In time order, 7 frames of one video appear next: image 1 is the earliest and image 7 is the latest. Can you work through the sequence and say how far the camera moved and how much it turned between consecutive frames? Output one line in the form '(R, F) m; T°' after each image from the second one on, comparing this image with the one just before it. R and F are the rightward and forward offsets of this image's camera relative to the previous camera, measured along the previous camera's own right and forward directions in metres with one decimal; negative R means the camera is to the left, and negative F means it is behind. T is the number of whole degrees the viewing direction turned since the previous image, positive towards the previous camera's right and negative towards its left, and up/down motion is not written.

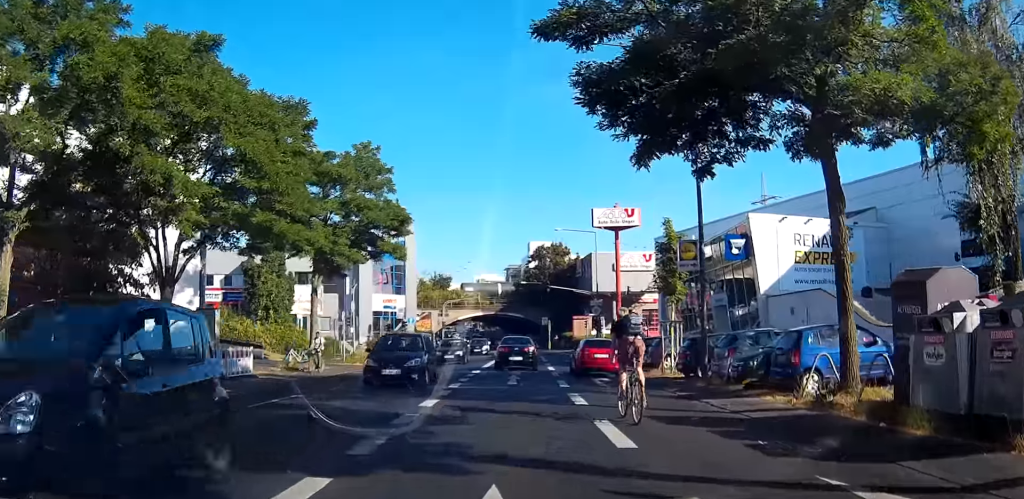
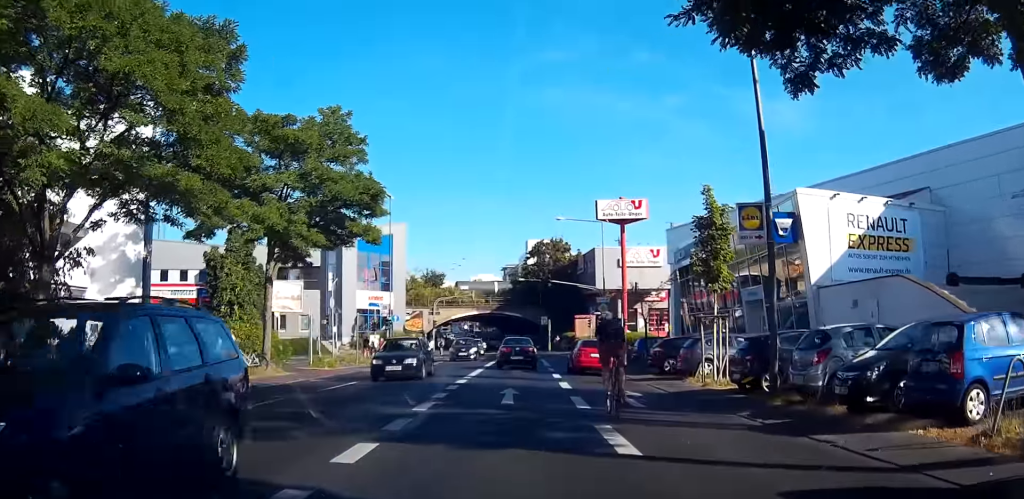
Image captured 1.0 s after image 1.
(+0.1, +9.1) m; 0°
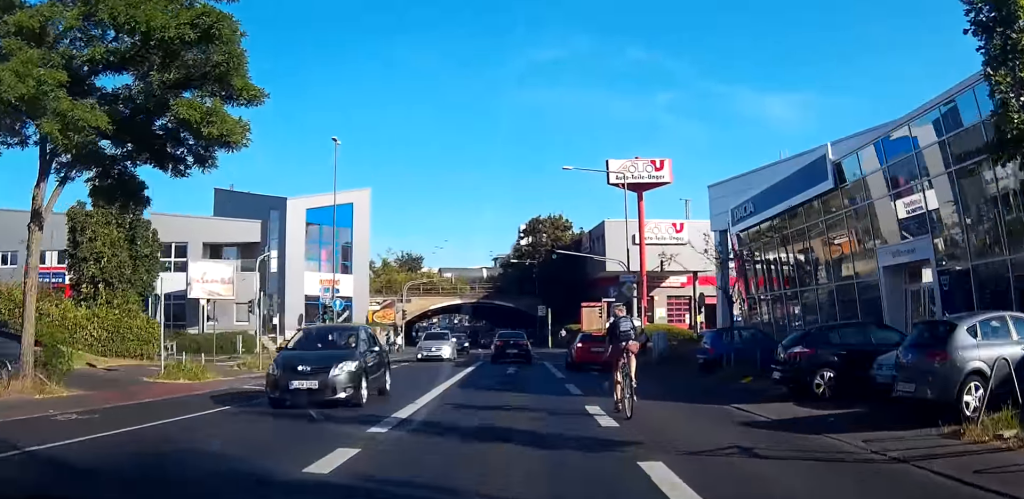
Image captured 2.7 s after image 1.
(-0.3, +17.0) m; -2°
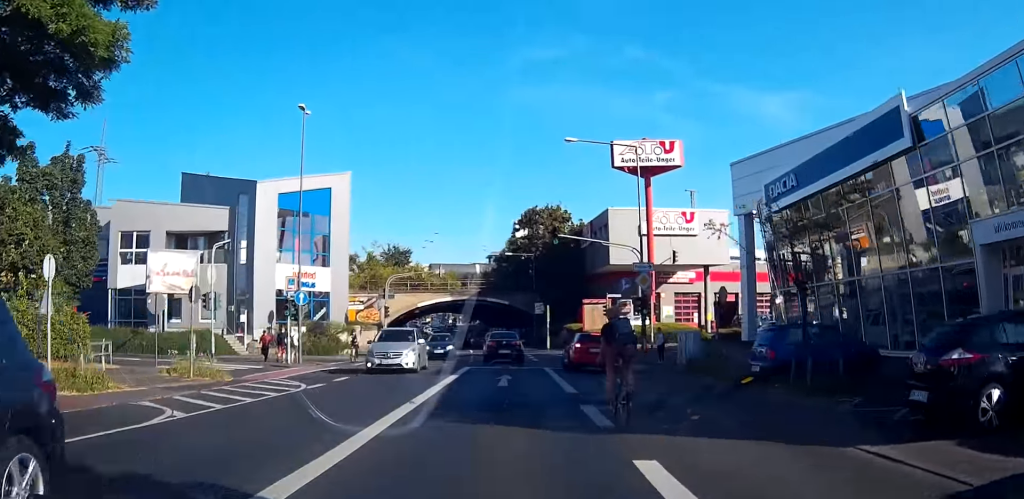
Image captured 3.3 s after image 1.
(0.0, +5.6) m; 0°
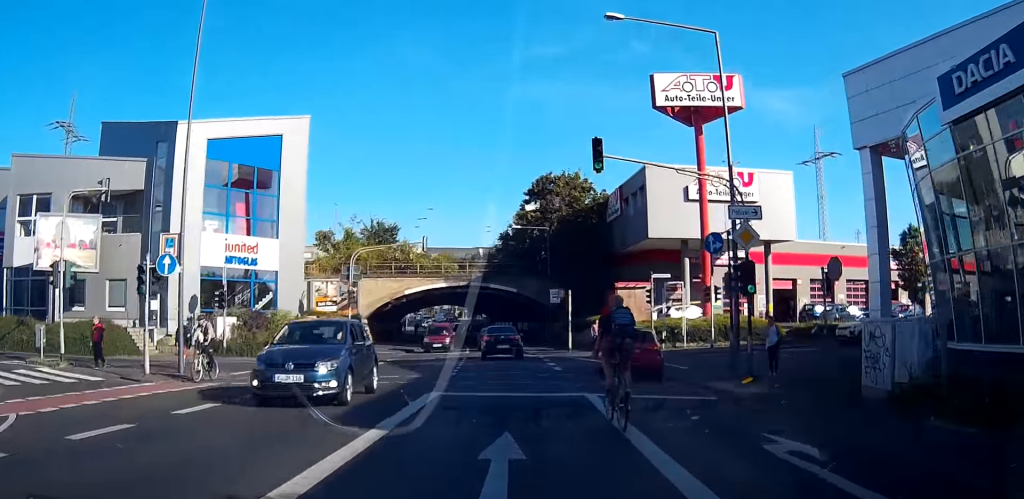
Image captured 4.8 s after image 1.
(-0.2, +13.0) m; -2°
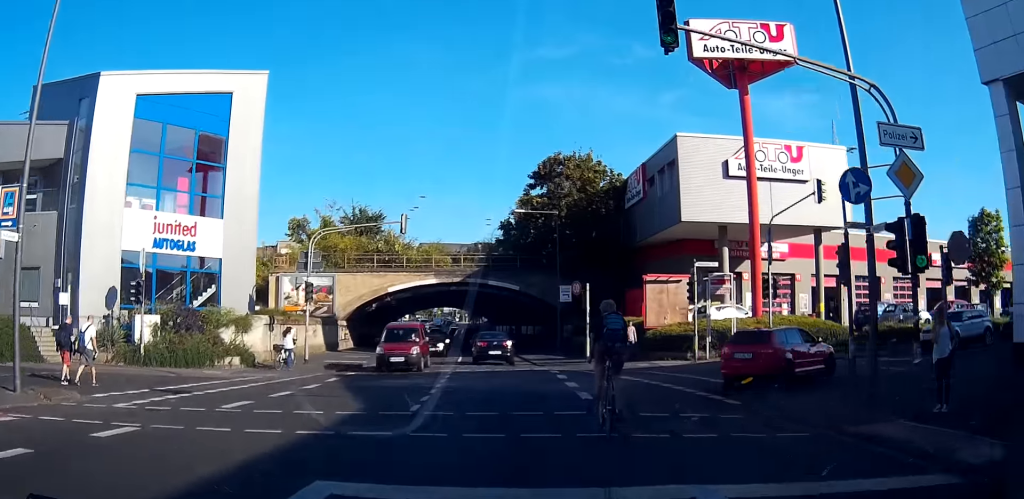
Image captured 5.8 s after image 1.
(-0.2, +8.6) m; -2°
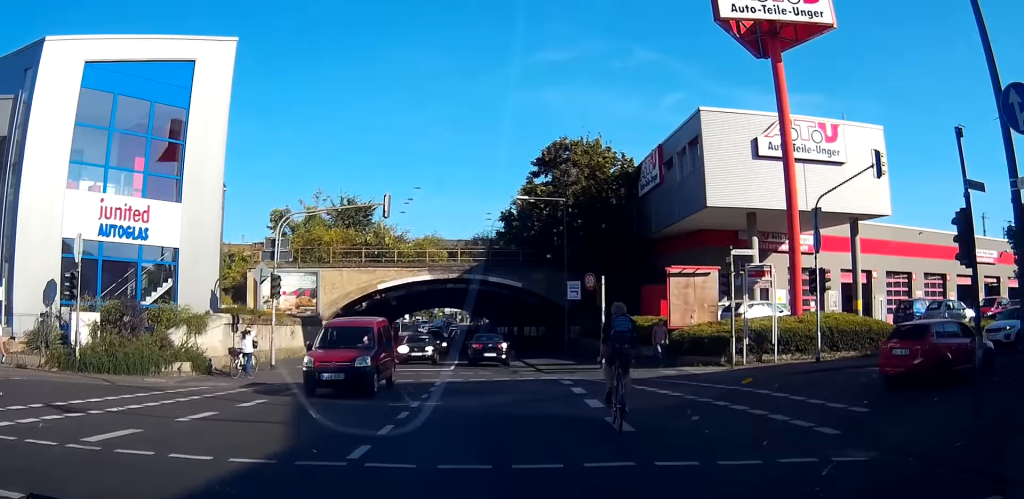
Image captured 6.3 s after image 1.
(+0.1, +4.8) m; -1°
